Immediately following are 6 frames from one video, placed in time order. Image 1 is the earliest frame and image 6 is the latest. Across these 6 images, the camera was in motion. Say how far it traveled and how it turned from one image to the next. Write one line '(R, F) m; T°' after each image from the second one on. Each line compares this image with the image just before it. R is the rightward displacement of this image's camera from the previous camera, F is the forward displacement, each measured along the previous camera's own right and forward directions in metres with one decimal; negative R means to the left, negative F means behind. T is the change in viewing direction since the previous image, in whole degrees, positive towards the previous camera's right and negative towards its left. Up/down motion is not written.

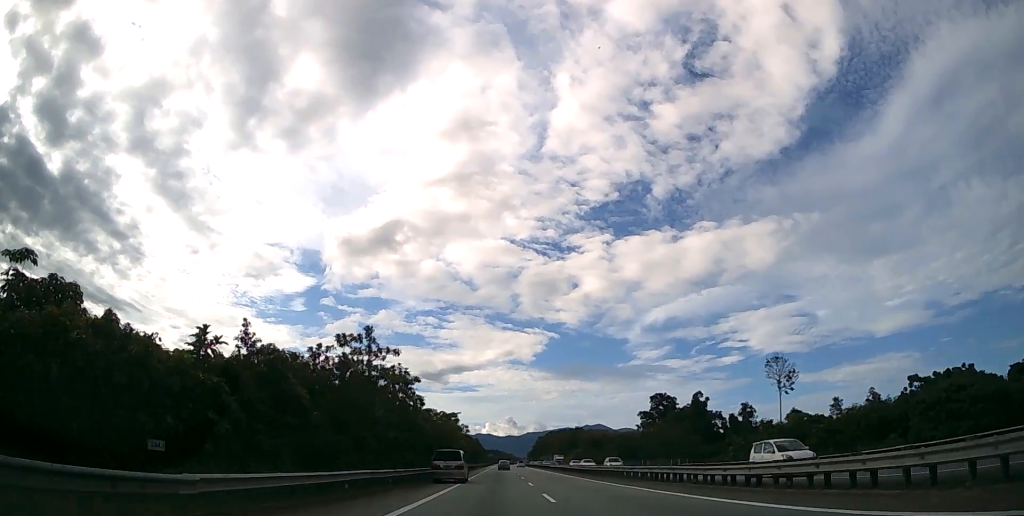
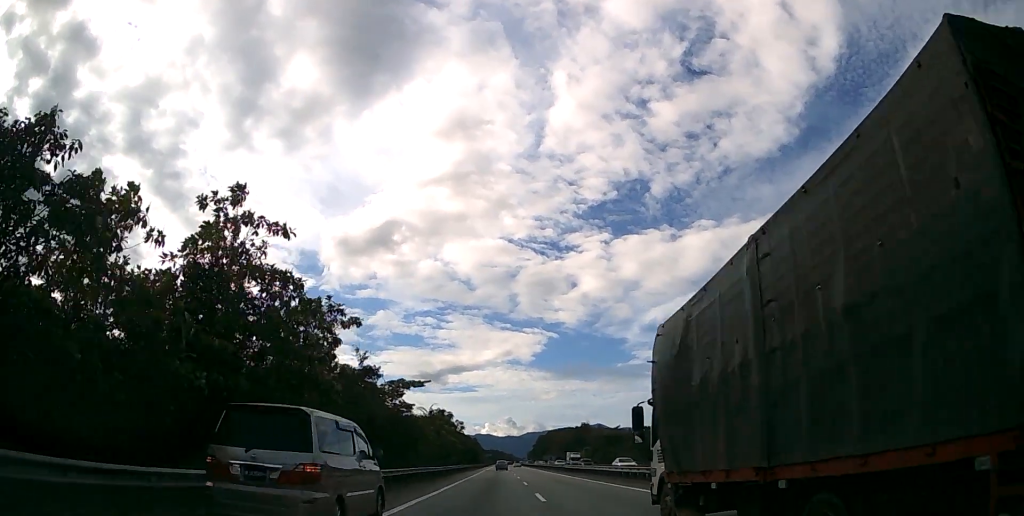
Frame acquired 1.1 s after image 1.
(0.0, +23.9) m; 0°
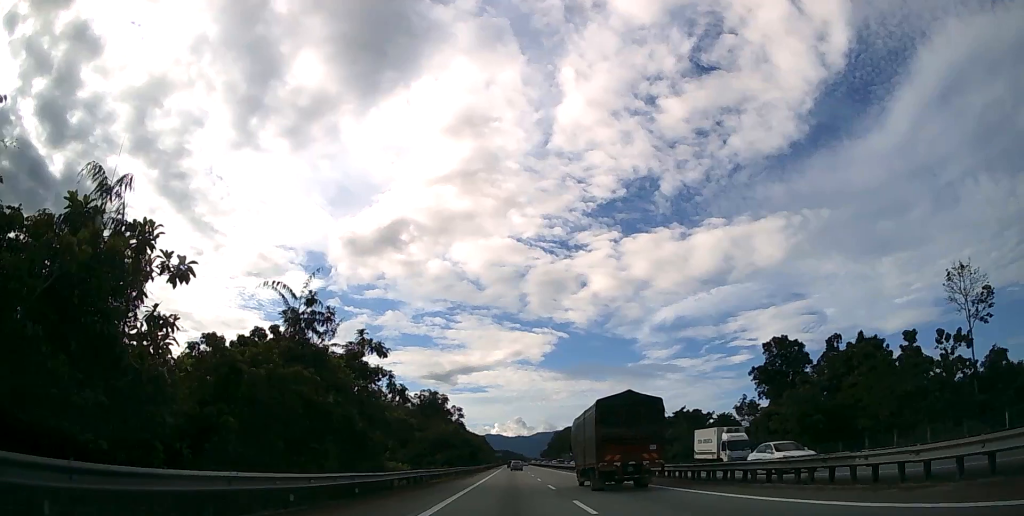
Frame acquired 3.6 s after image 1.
(-0.6, +52.4) m; -1°
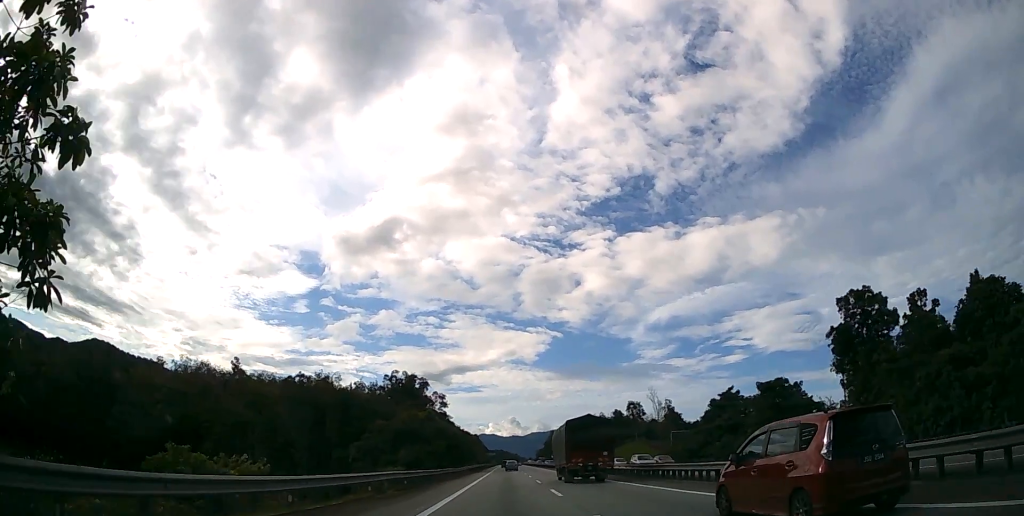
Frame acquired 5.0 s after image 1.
(+0.2, +28.5) m; +1°
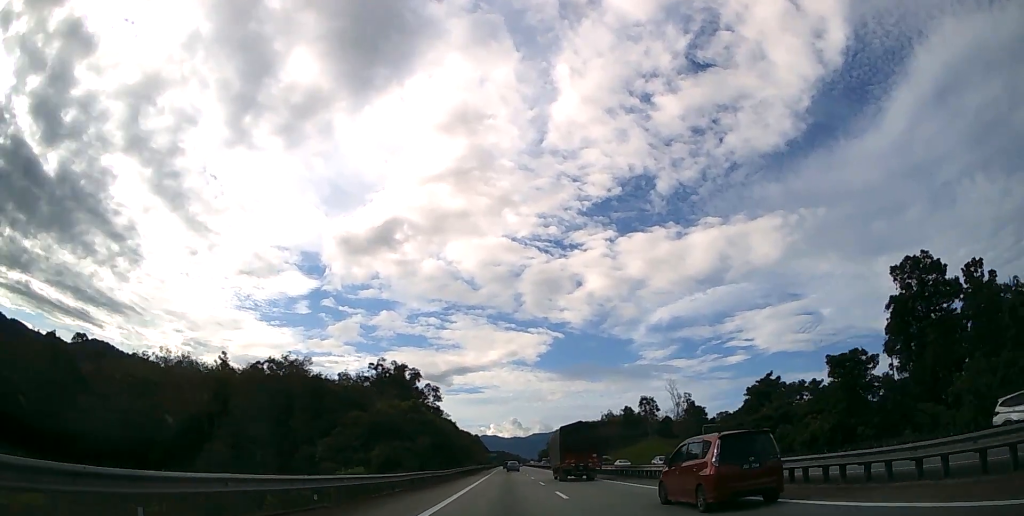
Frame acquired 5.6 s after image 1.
(0.0, +13.4) m; 0°
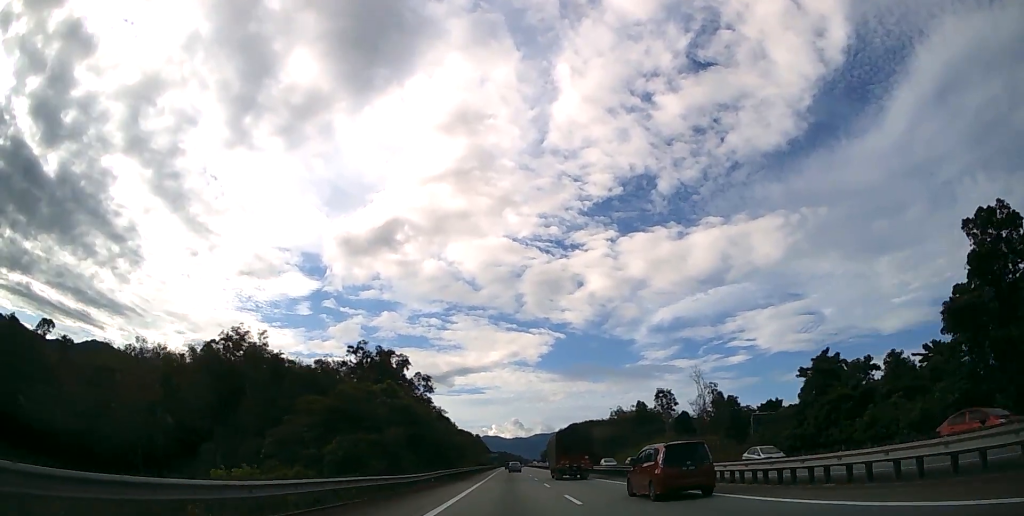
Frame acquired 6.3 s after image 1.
(0.0, +14.3) m; 0°
